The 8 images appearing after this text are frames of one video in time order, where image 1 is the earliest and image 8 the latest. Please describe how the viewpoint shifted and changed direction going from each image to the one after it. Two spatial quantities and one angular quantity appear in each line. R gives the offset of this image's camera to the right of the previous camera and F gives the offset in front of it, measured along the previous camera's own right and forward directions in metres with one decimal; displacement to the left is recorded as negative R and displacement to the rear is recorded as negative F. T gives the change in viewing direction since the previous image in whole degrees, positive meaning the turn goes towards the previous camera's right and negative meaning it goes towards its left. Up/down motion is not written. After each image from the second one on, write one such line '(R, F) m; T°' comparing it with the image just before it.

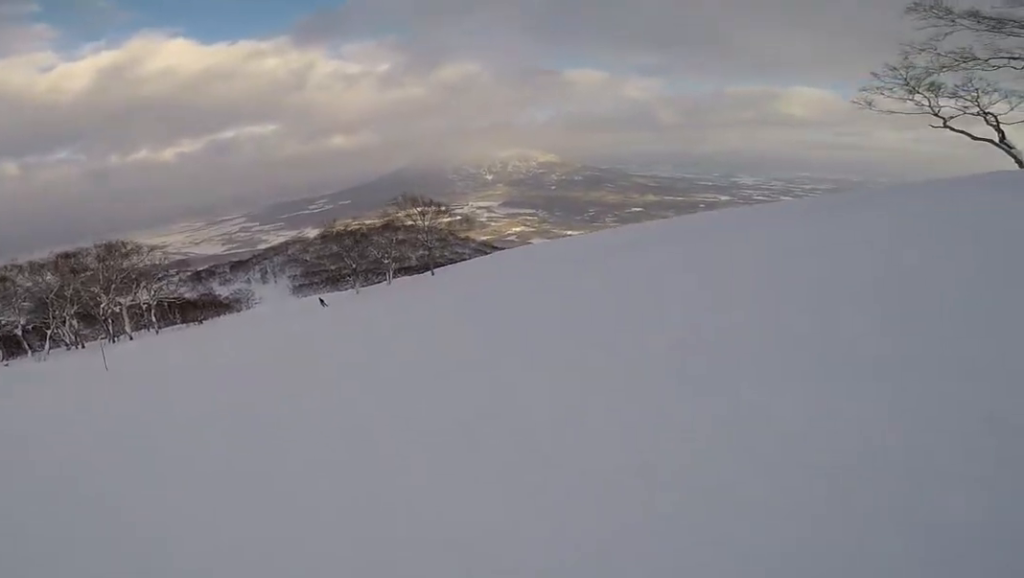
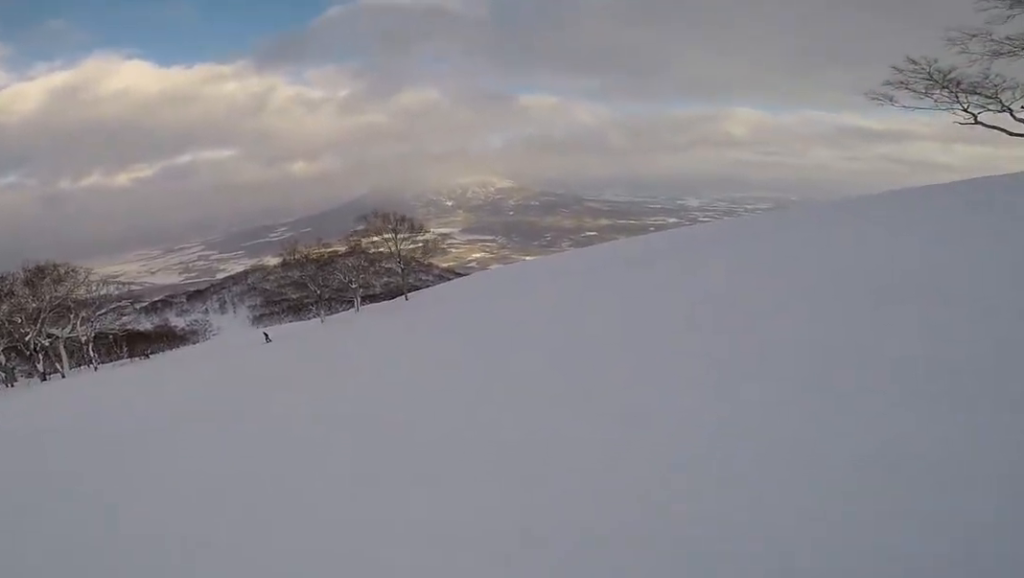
(+0.3, +4.5) m; +10°
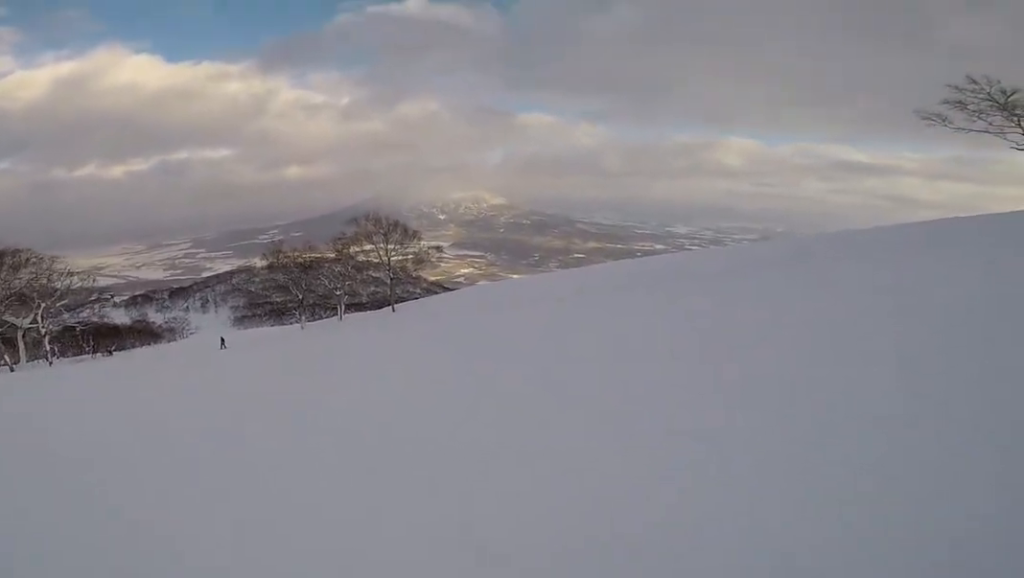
(-0.4, +3.0) m; +7°
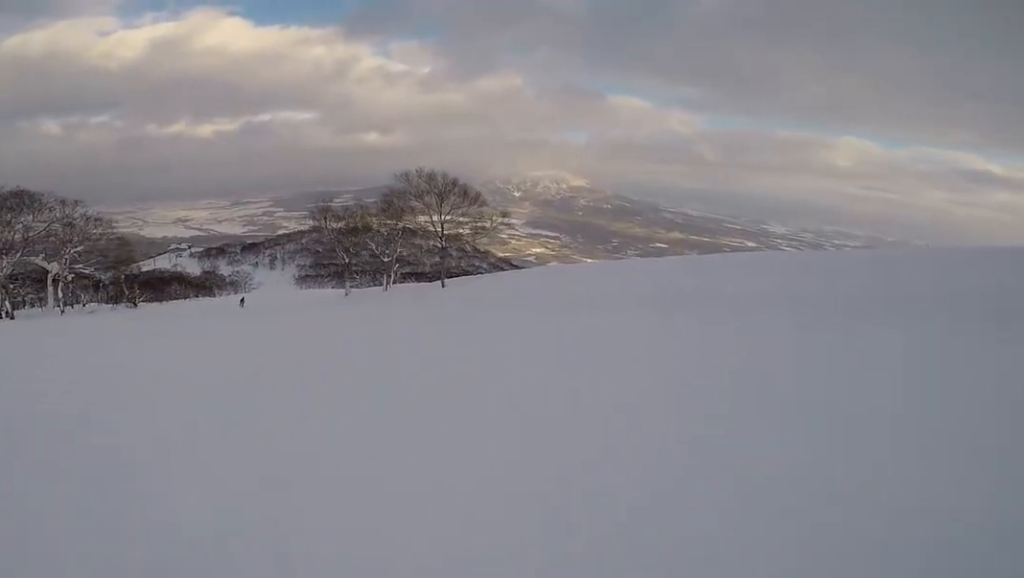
(+1.5, +7.0) m; -4°
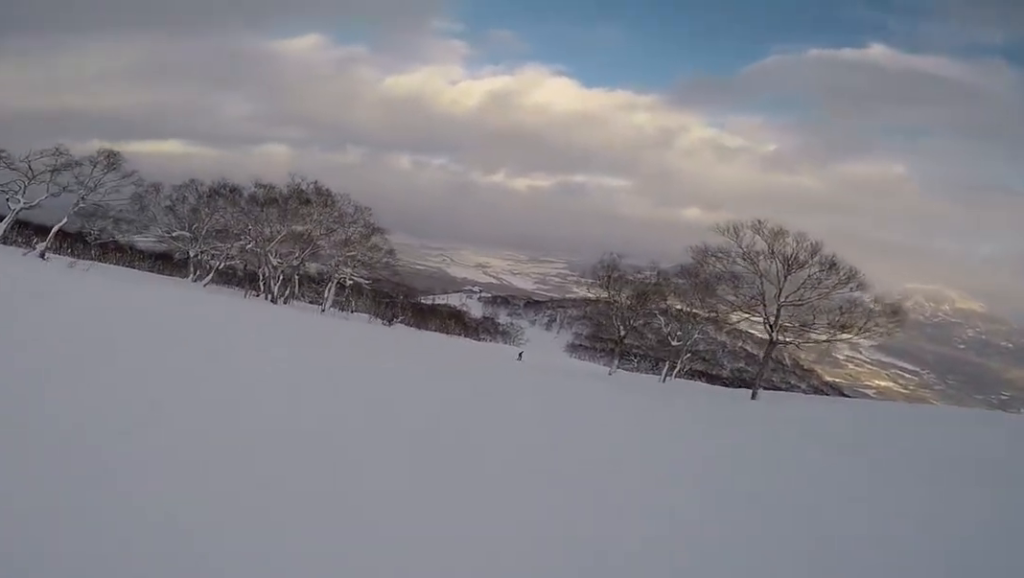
(-2.1, +5.9) m; -42°
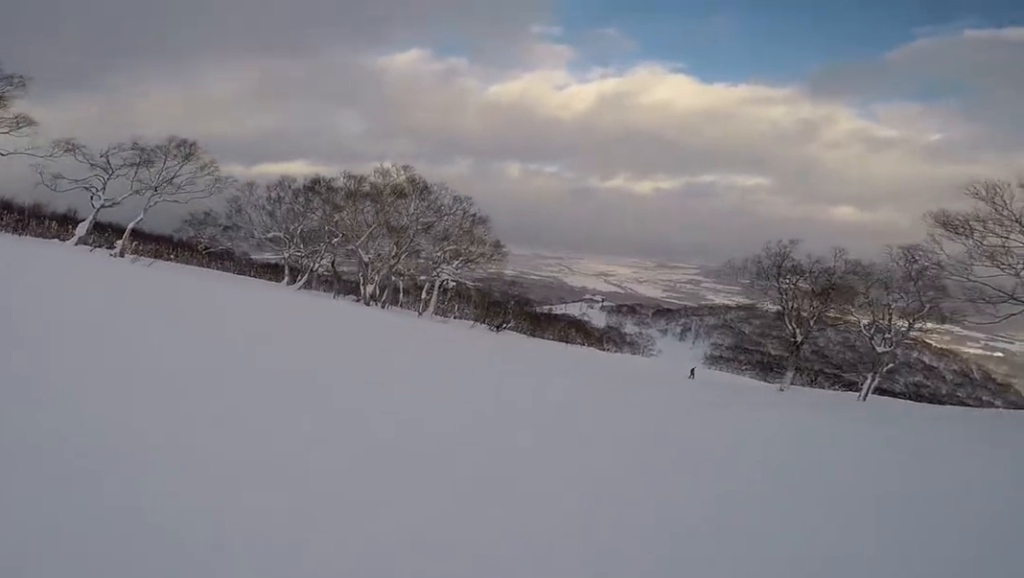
(-1.7, +4.3) m; -21°
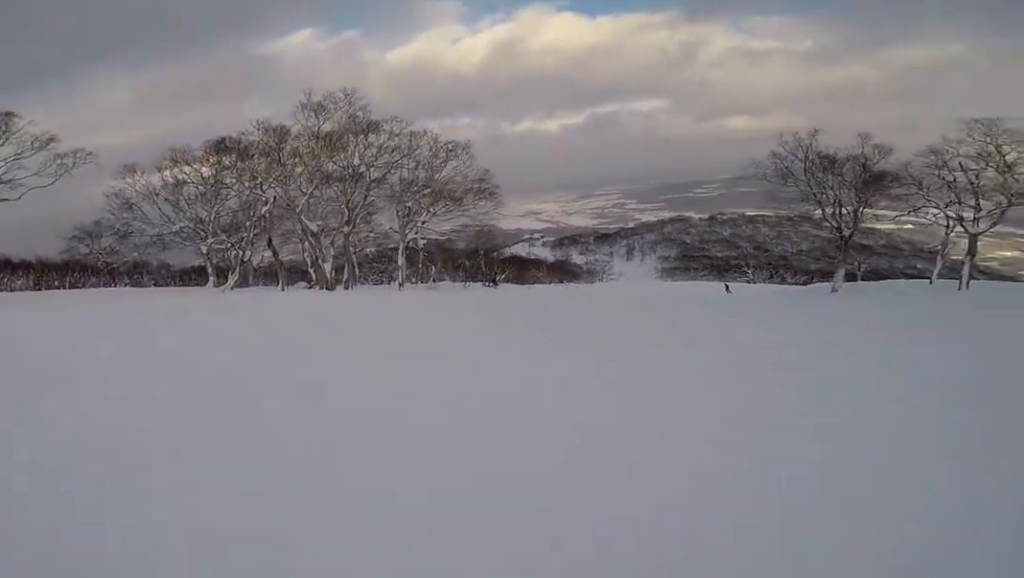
(+0.7, +7.9) m; +22°
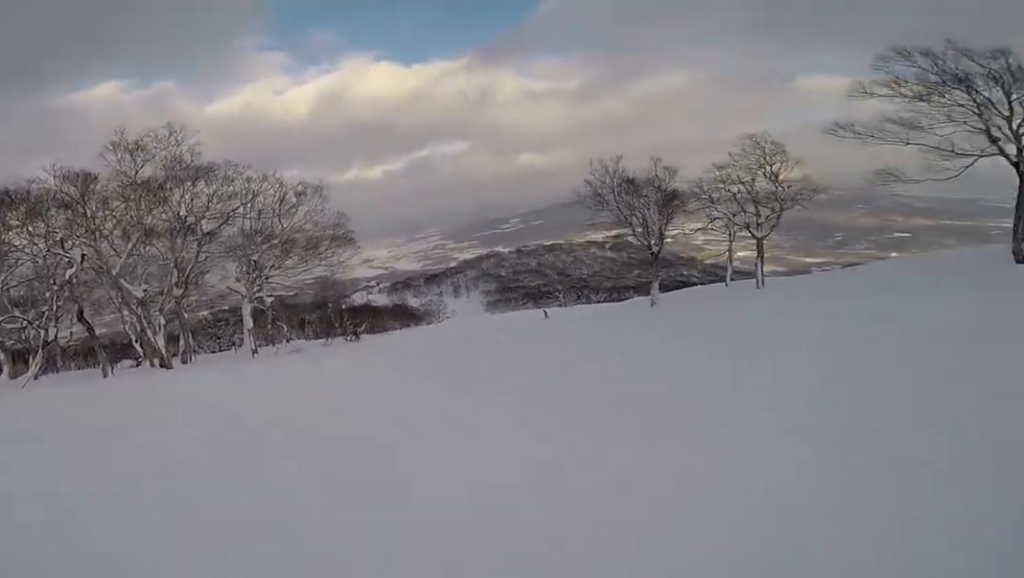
(-0.1, +2.8) m; +15°
